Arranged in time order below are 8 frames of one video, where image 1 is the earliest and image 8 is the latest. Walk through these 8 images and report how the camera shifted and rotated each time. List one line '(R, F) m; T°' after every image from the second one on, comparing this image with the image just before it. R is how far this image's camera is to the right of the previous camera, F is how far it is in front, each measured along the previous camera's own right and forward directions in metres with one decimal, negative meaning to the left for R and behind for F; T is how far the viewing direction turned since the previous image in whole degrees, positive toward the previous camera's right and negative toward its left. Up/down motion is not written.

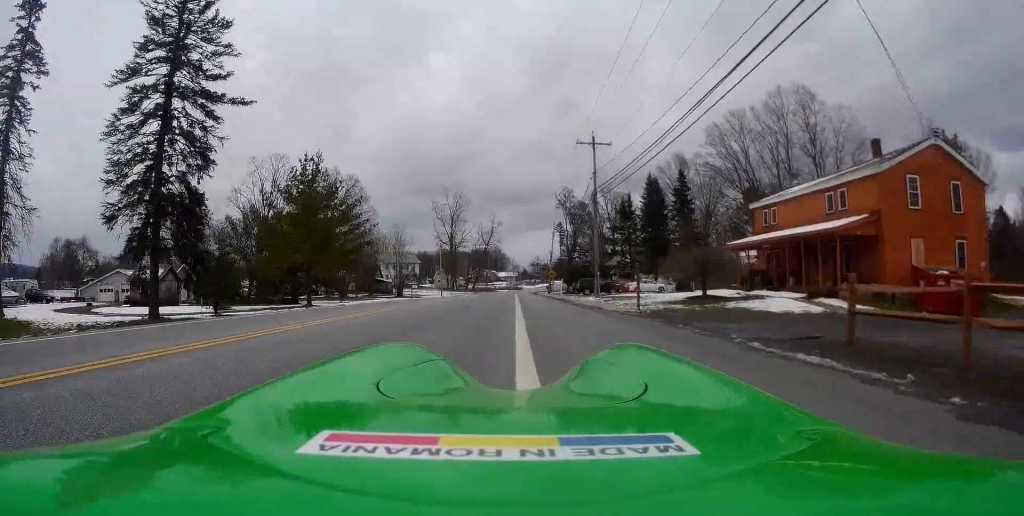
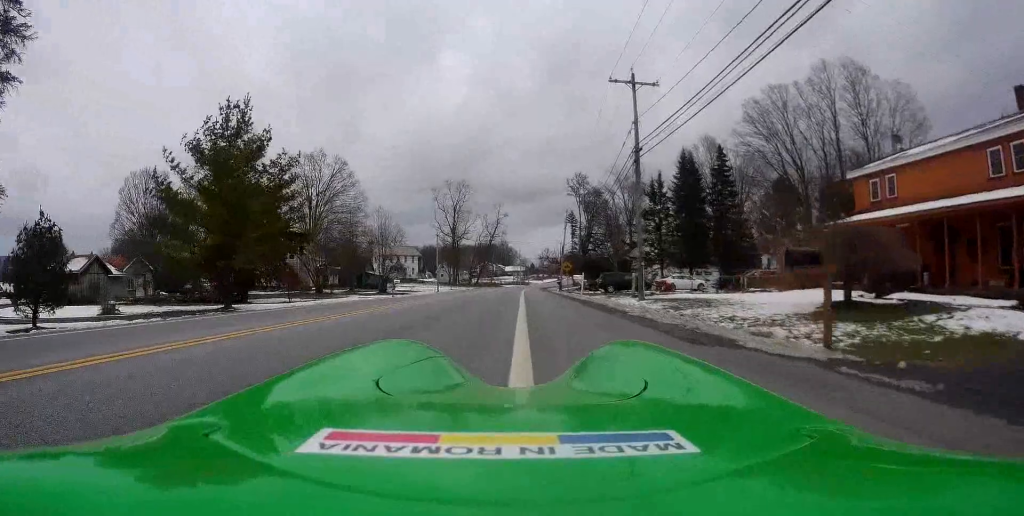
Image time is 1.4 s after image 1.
(-0.4, +12.5) m; -5°
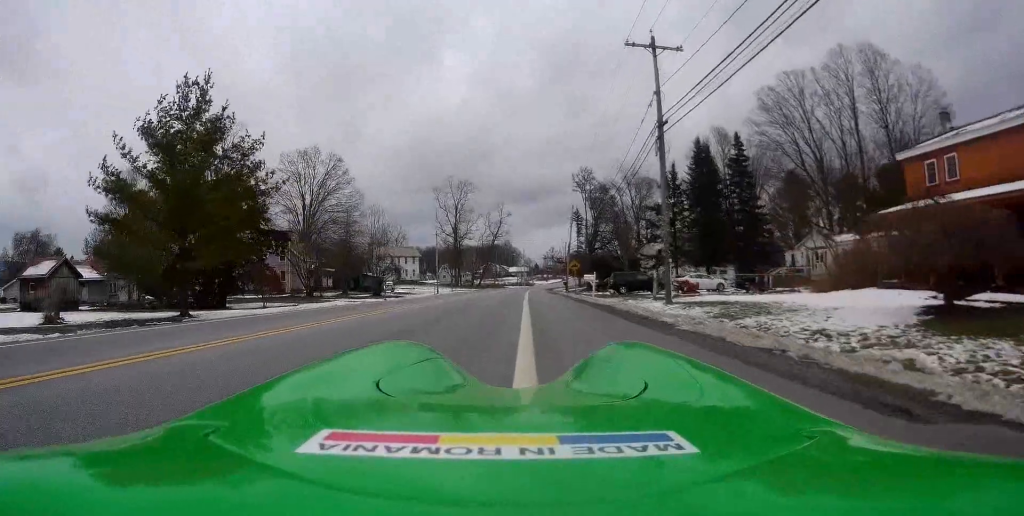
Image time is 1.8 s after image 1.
(-0.1, +4.2) m; -1°
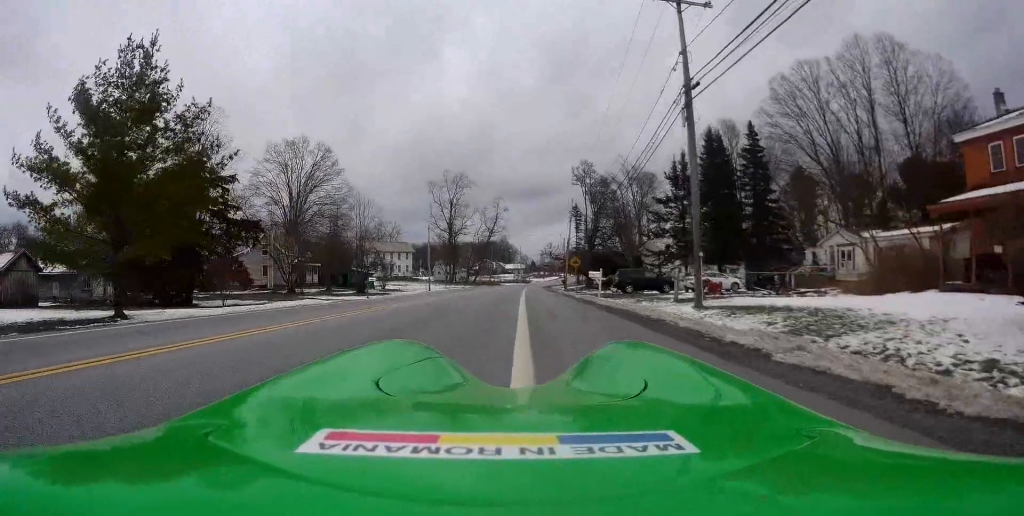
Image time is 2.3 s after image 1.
(0.0, +4.3) m; +1°
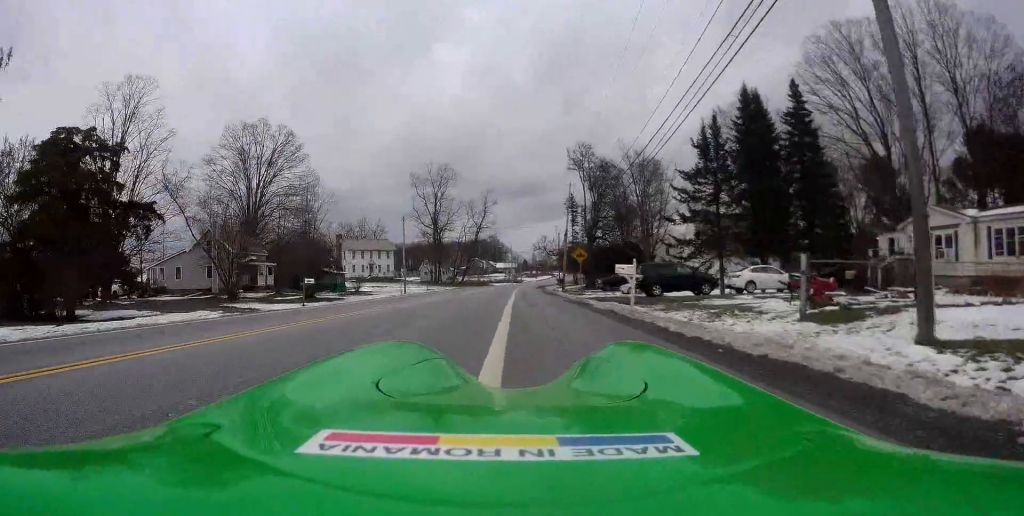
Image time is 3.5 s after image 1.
(+0.2, +11.4) m; +1°
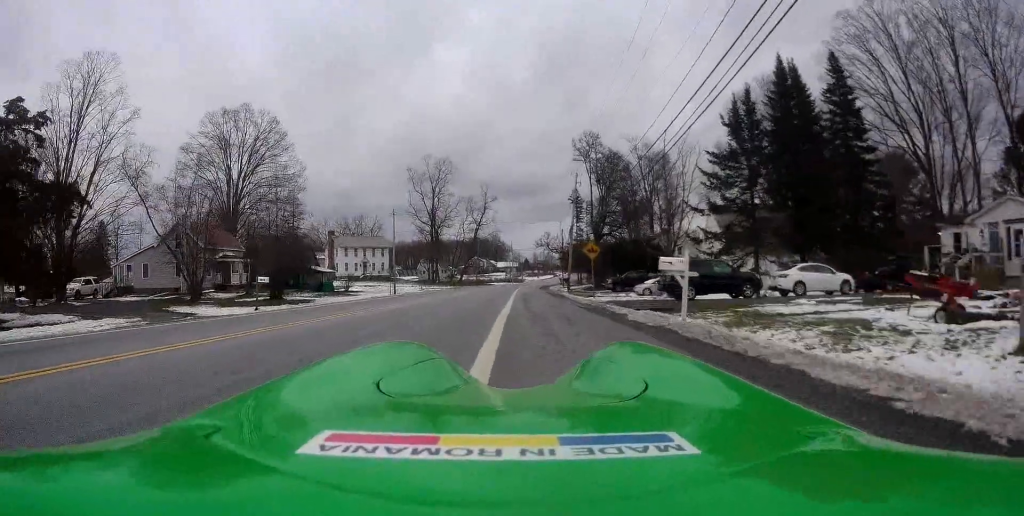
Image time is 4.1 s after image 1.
(-0.1, +6.0) m; +1°
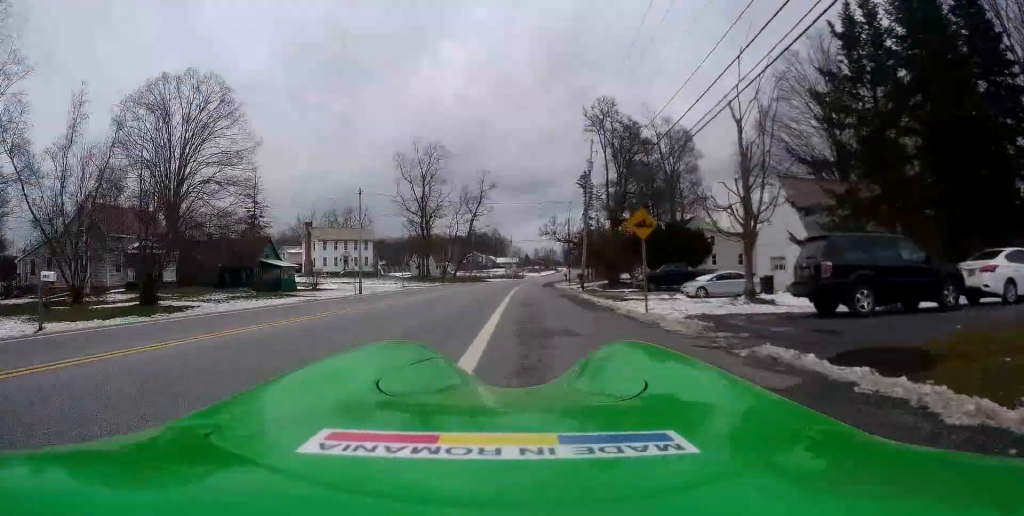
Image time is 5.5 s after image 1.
(+0.5, +13.7) m; +1°
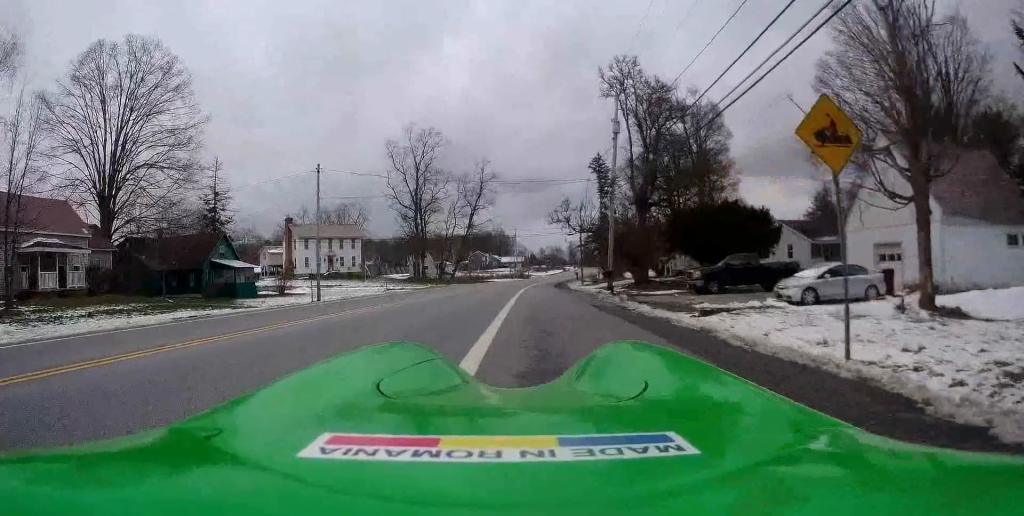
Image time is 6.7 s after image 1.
(-0.7, +11.7) m; -2°
